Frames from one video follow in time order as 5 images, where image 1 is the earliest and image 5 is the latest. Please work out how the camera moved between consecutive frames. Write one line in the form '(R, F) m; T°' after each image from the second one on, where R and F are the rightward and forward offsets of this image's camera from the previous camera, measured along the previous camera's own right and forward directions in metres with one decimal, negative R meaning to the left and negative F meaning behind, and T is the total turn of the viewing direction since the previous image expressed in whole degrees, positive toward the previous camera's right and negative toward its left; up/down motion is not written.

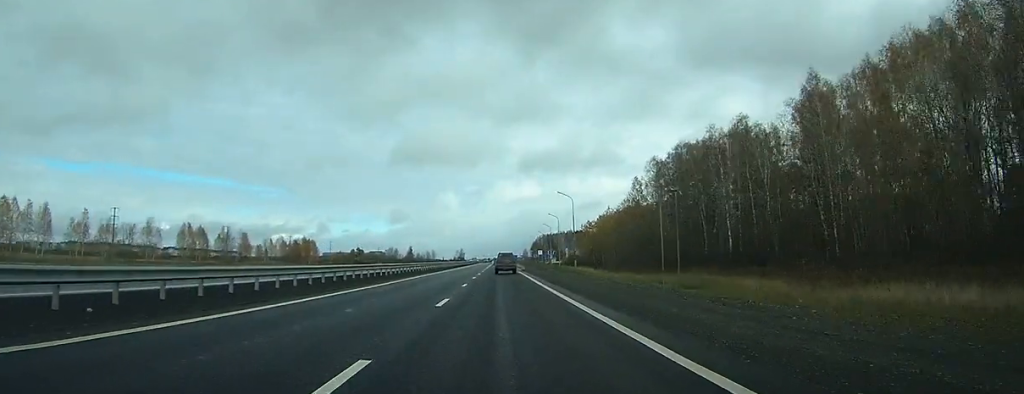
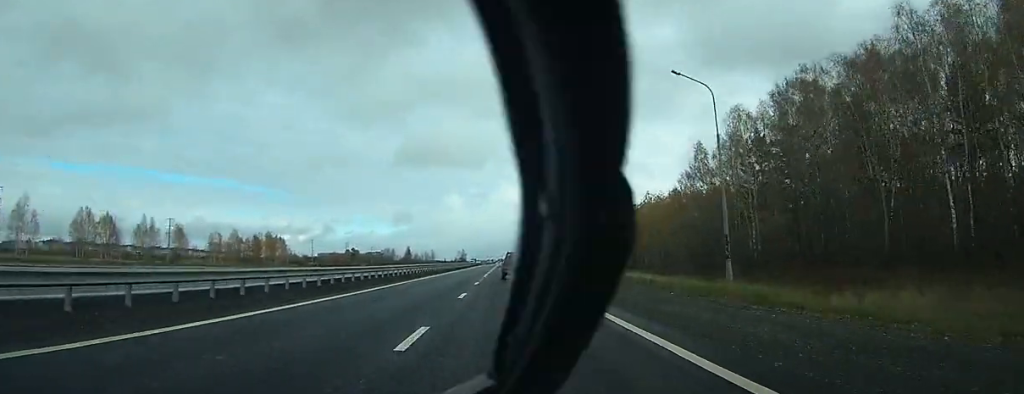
(0.0, +42.8) m; 0°
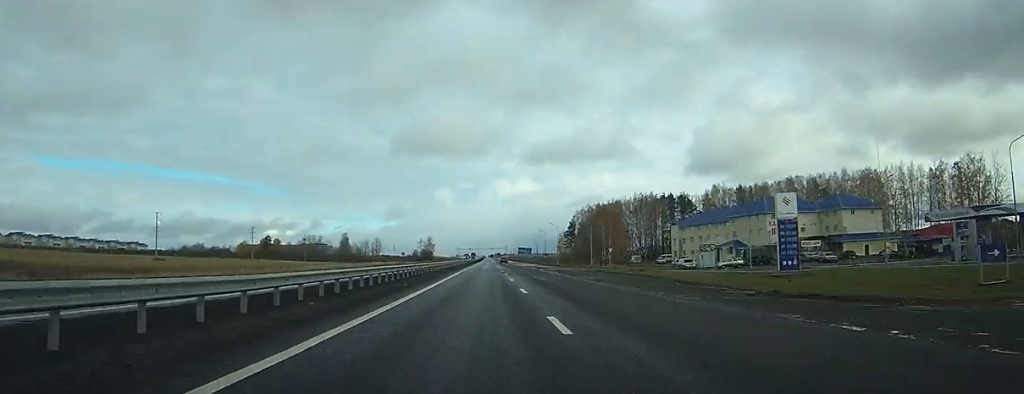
(-2.8, +213.7) m; 0°
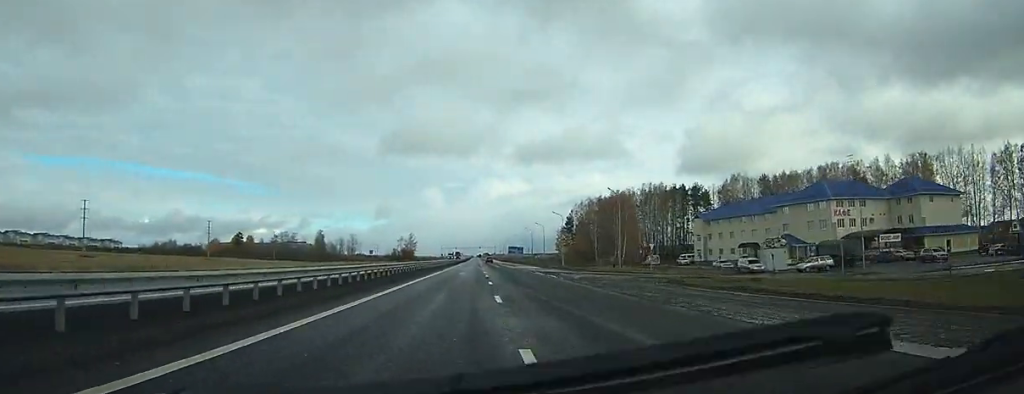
(+0.1, +27.8) m; 0°
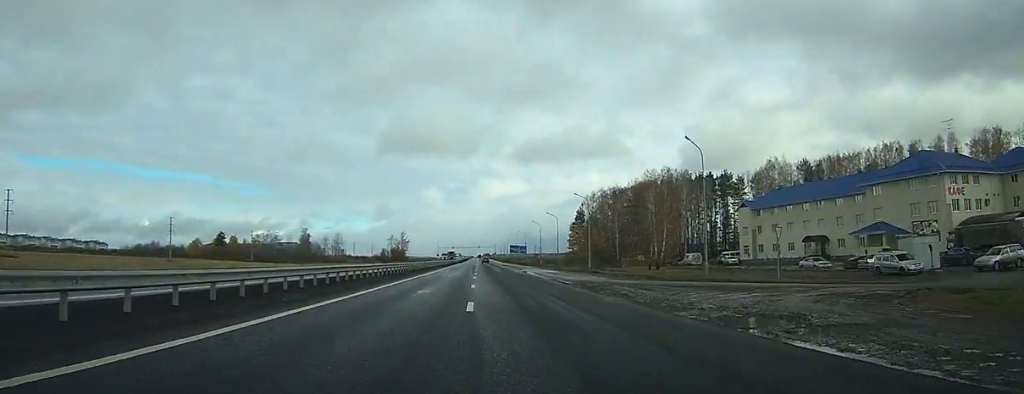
(0.0, +25.9) m; 0°
